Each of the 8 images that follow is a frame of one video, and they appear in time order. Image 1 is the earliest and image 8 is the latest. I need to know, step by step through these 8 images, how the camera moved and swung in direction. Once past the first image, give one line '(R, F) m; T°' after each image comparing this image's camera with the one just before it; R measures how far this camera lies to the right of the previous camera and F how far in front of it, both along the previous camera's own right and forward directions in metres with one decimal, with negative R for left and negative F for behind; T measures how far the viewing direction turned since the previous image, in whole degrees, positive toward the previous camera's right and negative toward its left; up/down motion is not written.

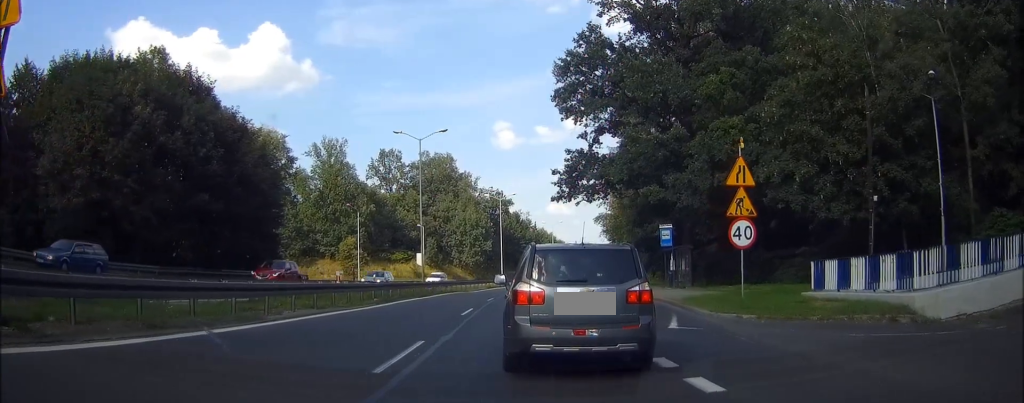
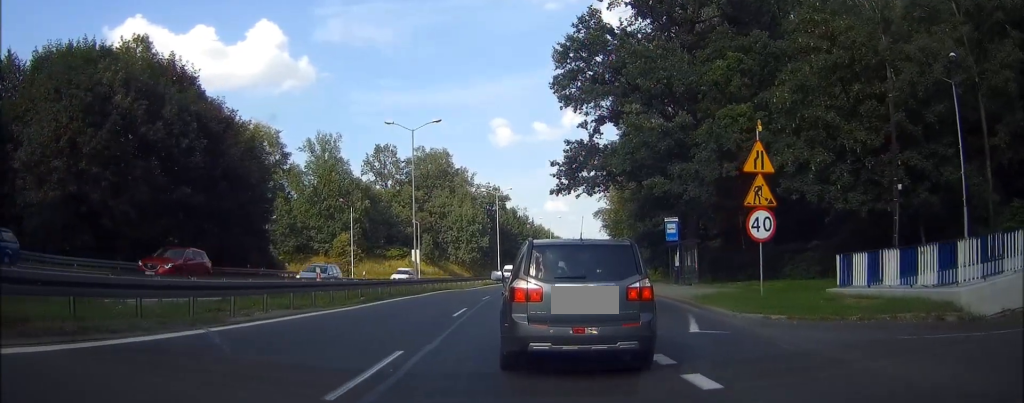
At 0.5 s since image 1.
(0.0, +2.0) m; 0°
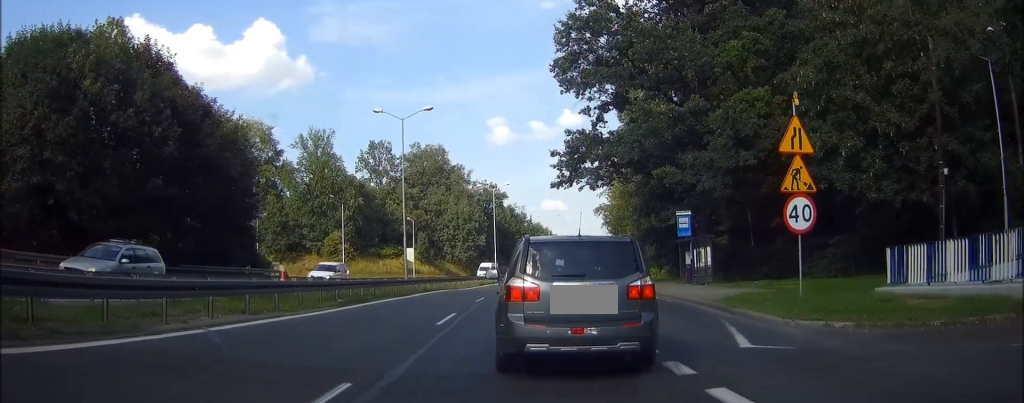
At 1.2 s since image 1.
(0.0, +3.3) m; +1°
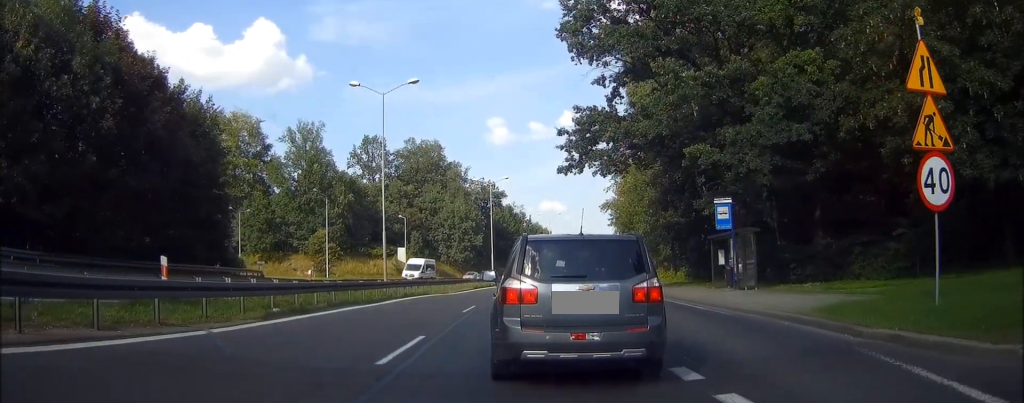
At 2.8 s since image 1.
(+0.1, +6.9) m; 0°
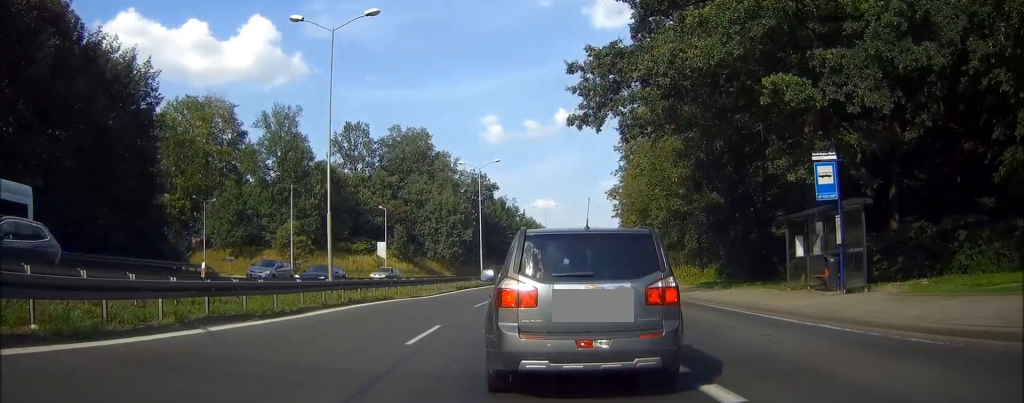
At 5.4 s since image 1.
(-0.4, +9.7) m; -1°
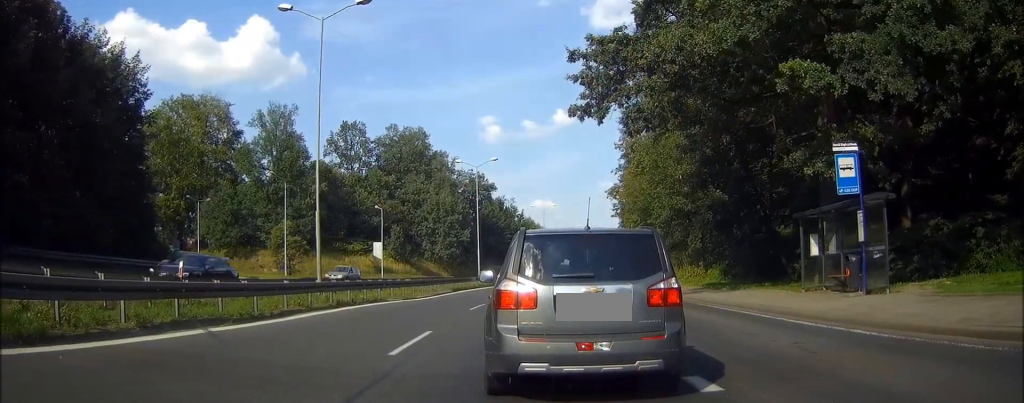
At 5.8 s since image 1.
(0.0, +1.3) m; 0°
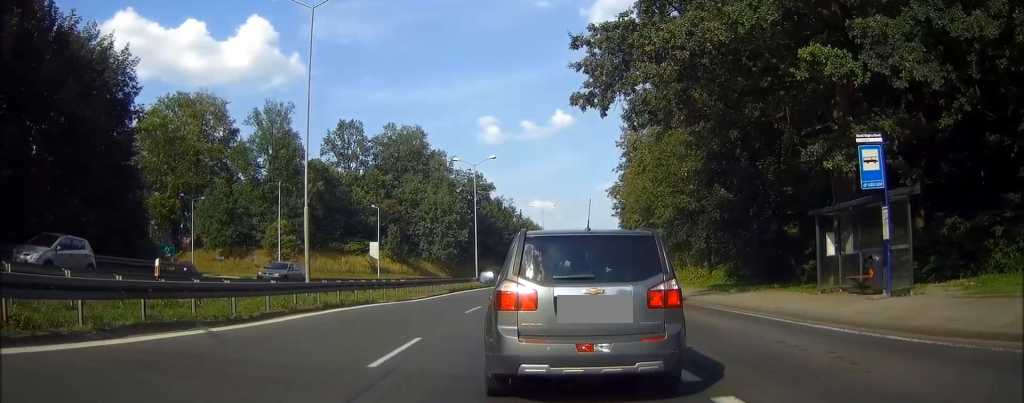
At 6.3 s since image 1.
(0.0, +1.3) m; 0°
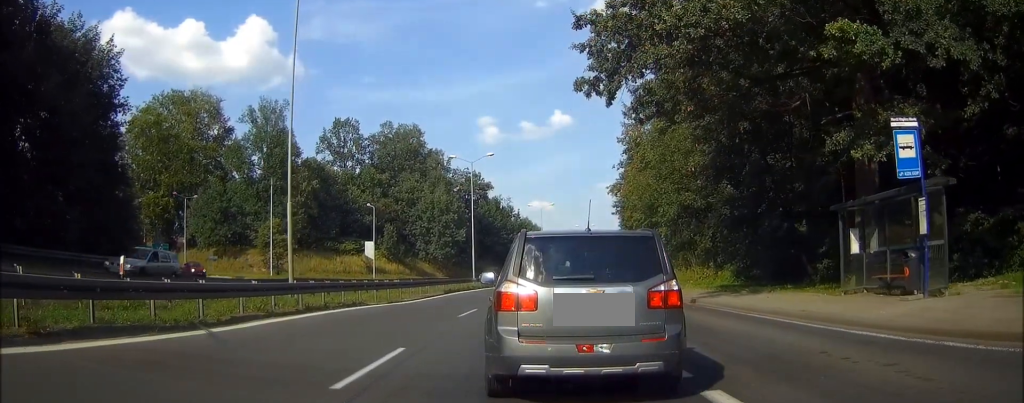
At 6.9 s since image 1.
(0.0, +1.6) m; -2°
